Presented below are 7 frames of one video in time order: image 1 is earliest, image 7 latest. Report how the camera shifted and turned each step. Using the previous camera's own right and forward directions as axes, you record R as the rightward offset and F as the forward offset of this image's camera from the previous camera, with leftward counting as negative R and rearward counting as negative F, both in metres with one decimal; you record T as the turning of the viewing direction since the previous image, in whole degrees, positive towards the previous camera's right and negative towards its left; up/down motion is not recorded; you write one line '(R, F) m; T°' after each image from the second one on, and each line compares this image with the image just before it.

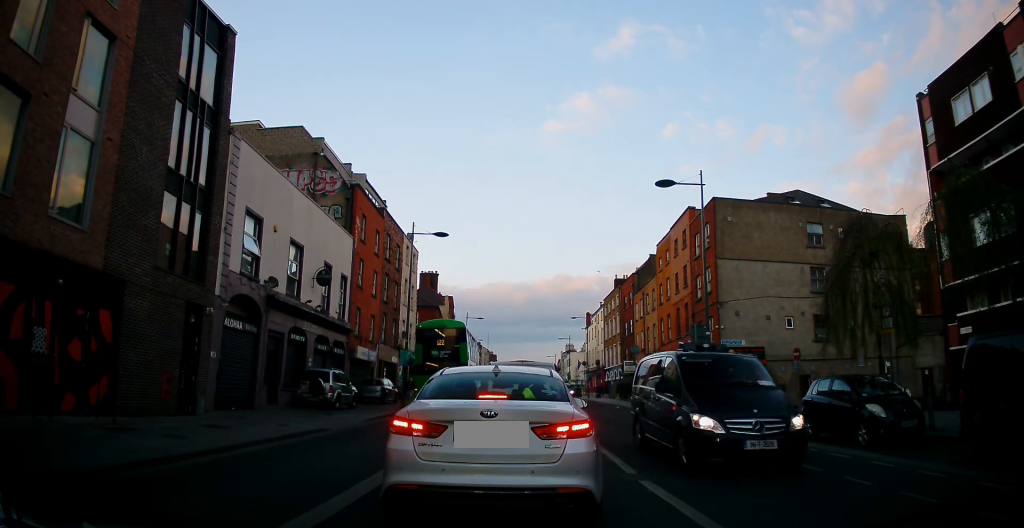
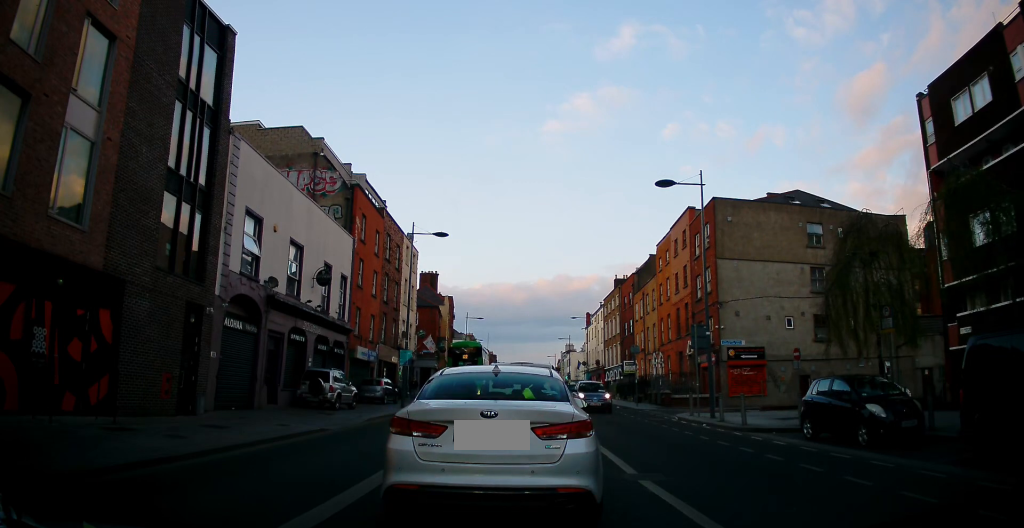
(0.0, 0.0) m; 0°
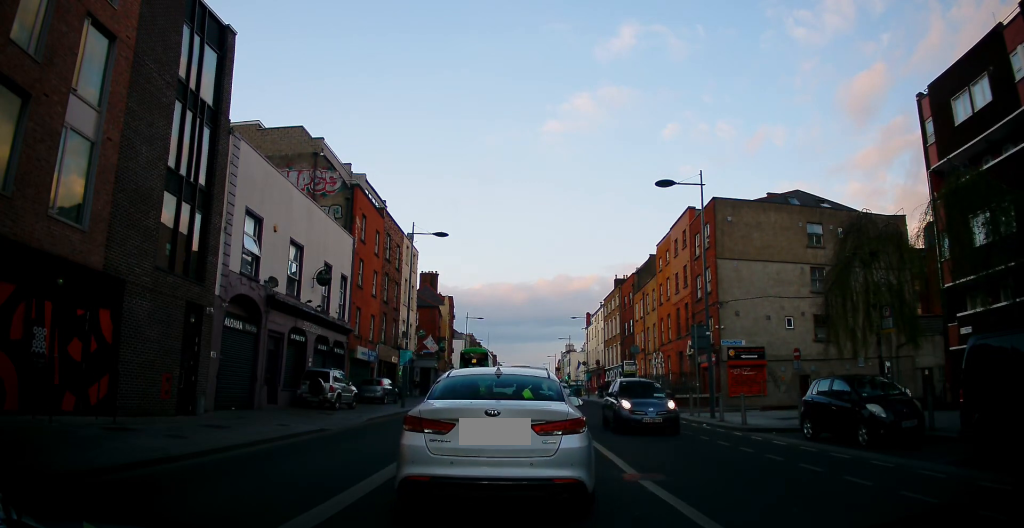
(0.0, 0.0) m; 0°
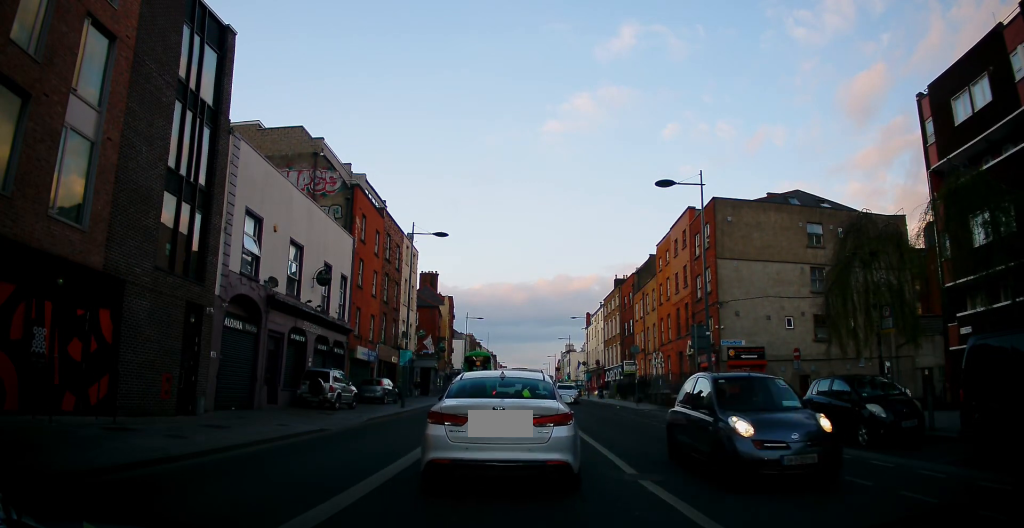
(0.0, 0.0) m; 0°
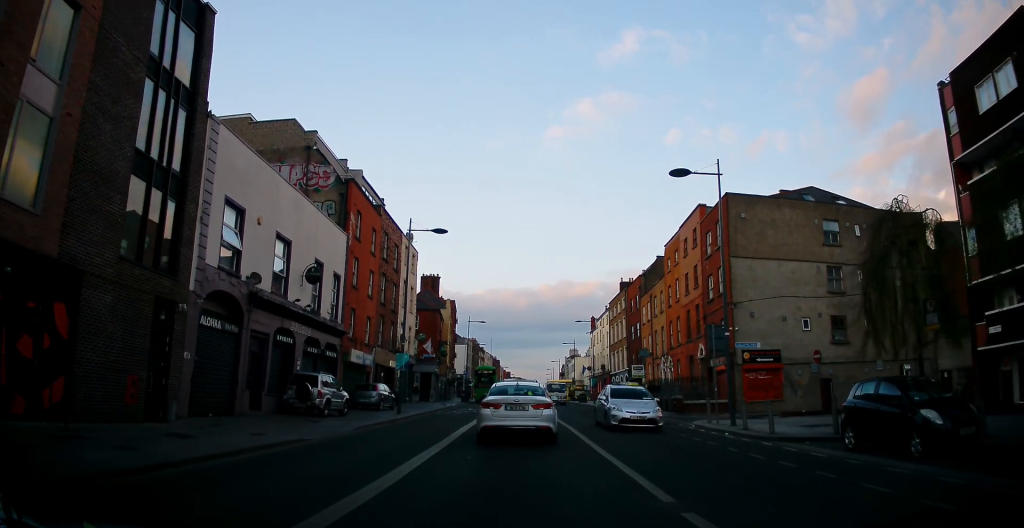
(-0.1, +0.8) m; 0°
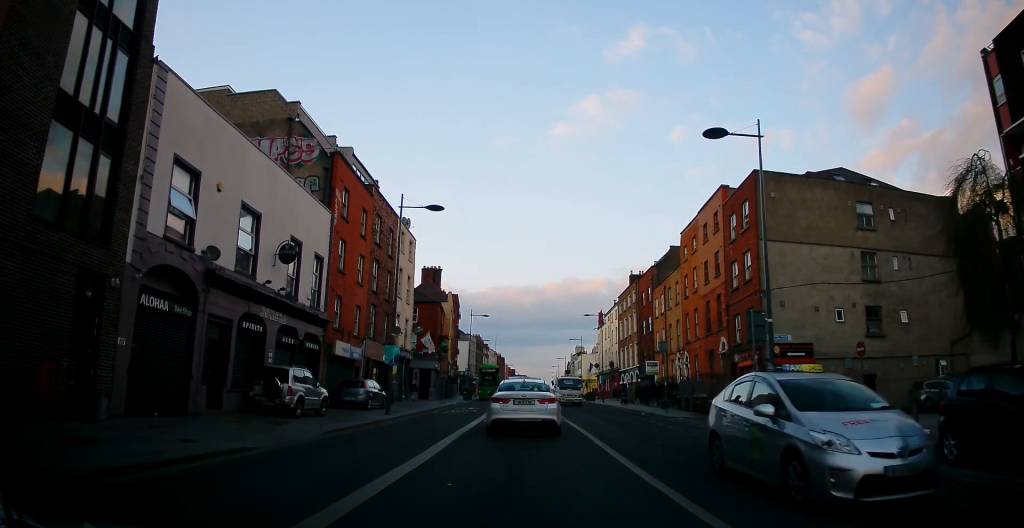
(+0.2, +2.1) m; -2°
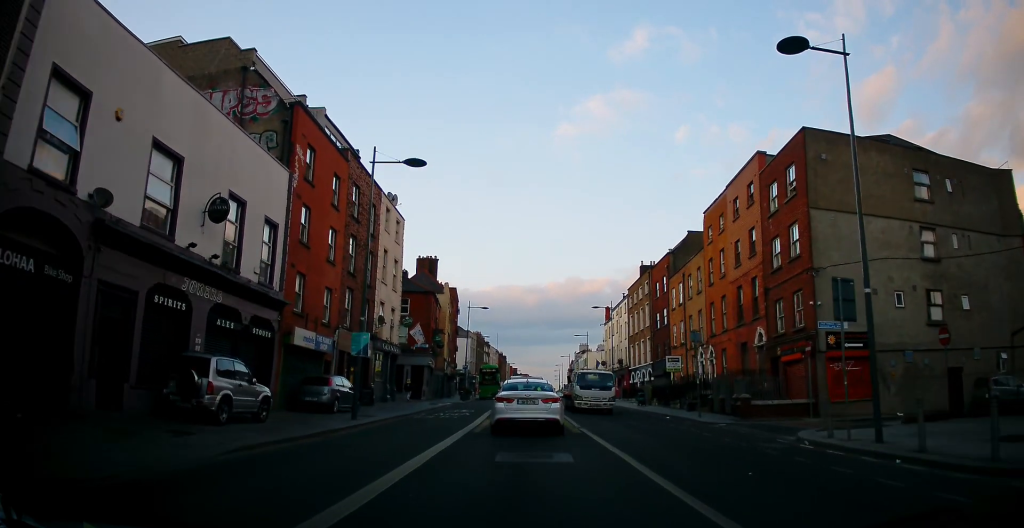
(-0.4, +4.8) m; -7°
